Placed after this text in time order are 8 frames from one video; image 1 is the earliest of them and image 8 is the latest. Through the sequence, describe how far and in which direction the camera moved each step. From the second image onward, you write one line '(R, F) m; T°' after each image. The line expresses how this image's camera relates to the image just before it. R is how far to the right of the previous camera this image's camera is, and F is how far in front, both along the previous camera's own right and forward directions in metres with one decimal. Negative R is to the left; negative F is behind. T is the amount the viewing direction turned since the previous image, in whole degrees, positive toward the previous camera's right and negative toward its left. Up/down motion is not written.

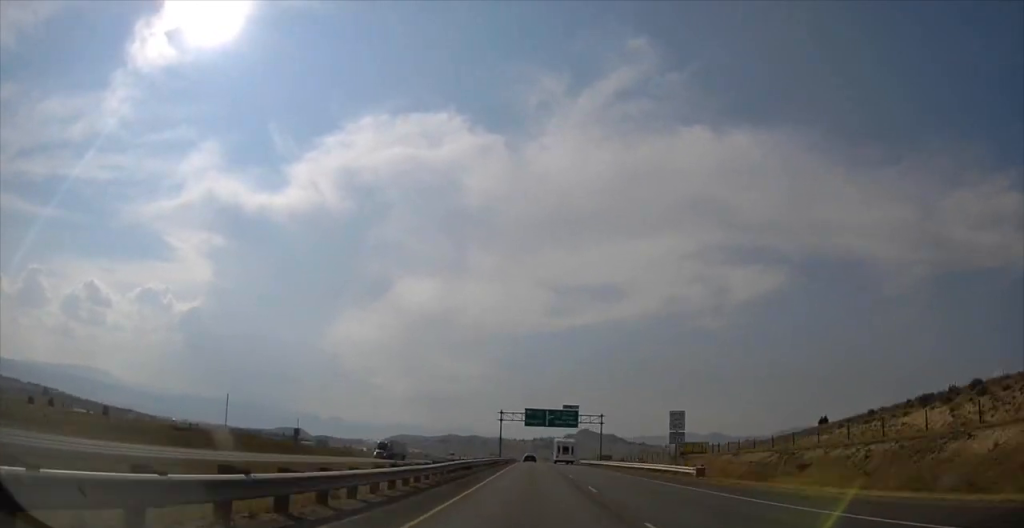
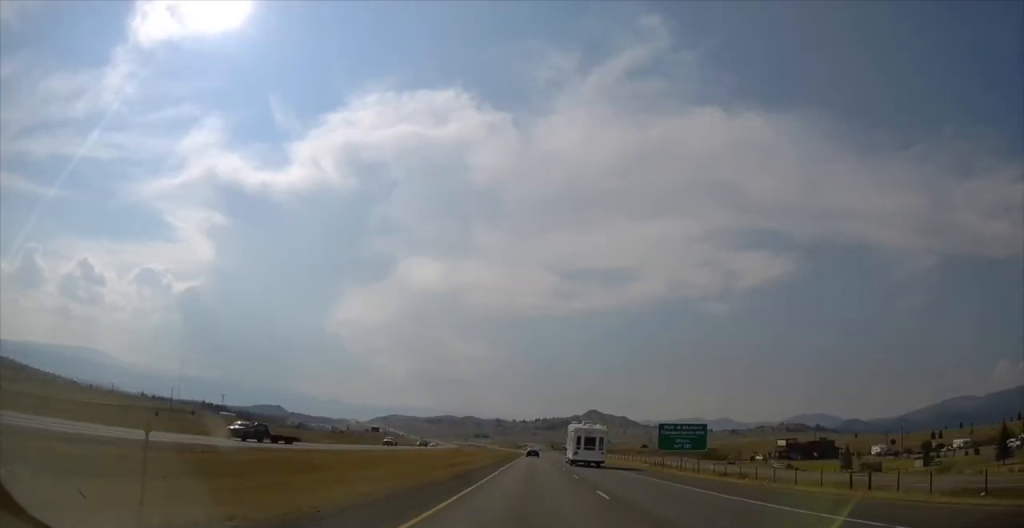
(-1.3, +235.0) m; -3°
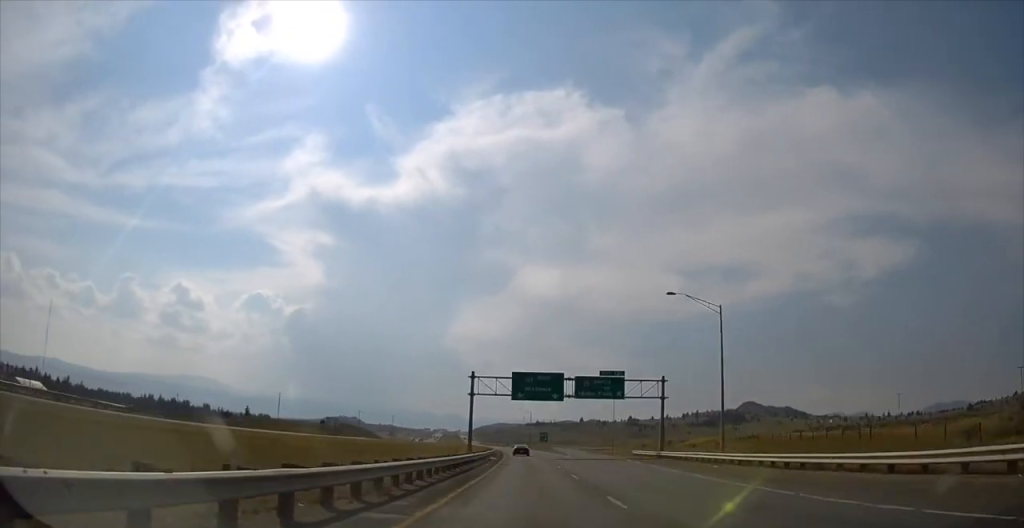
(-39.1, +445.1) m; -11°
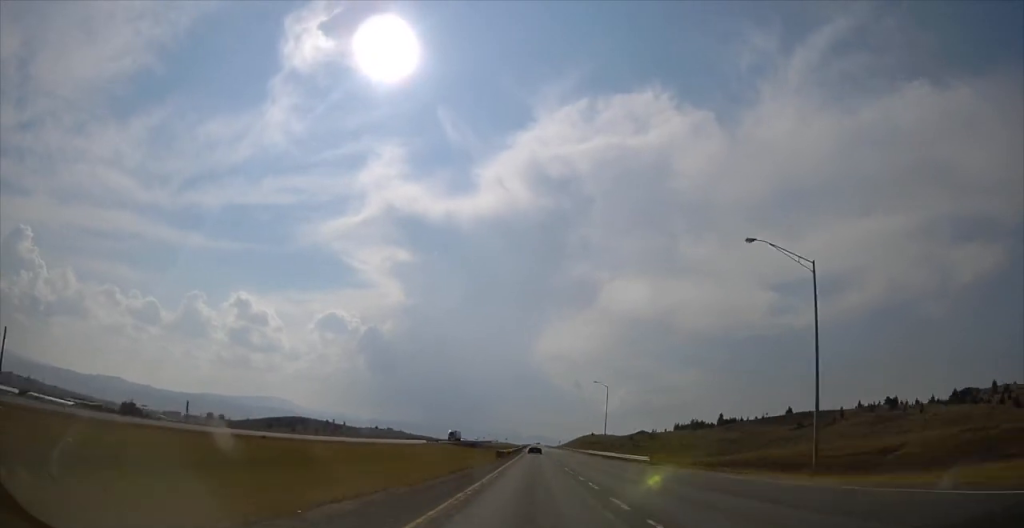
(-42.2, +580.8) m; -5°
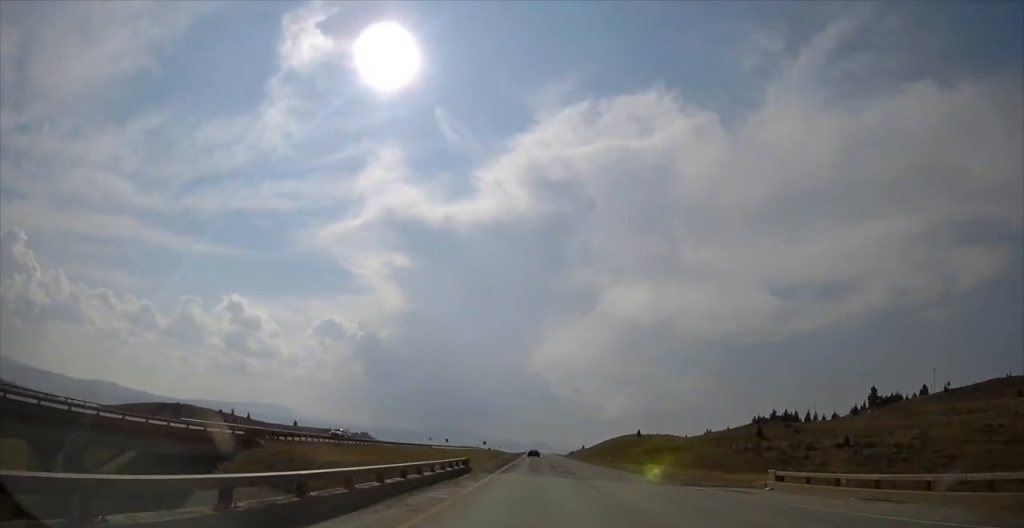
(-0.3, +199.1) m; 0°
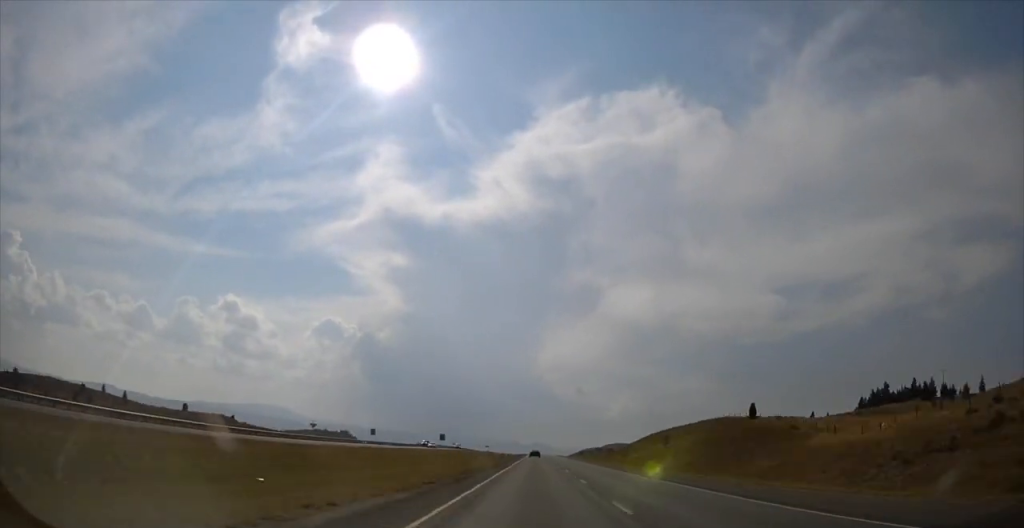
(-0.1, +127.5) m; 0°
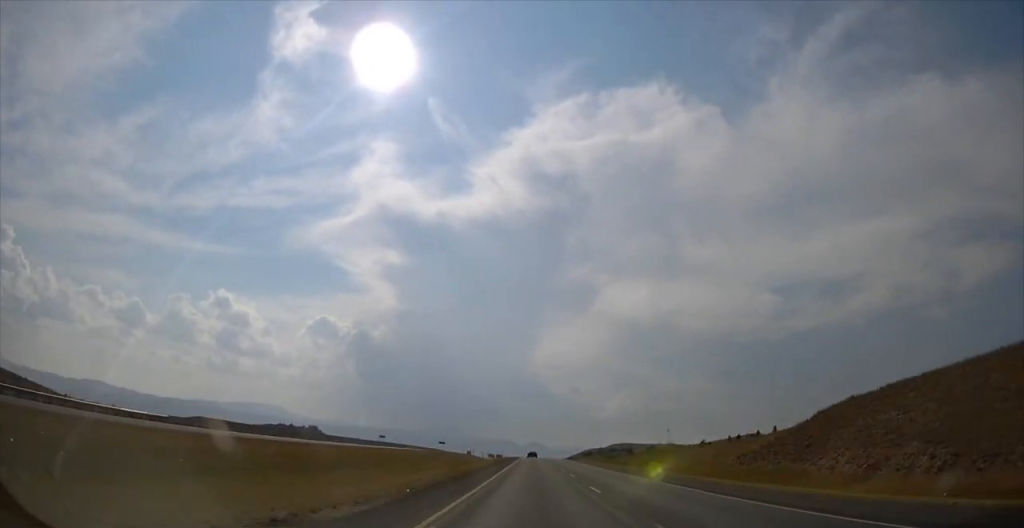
(-0.1, +128.0) m; 0°
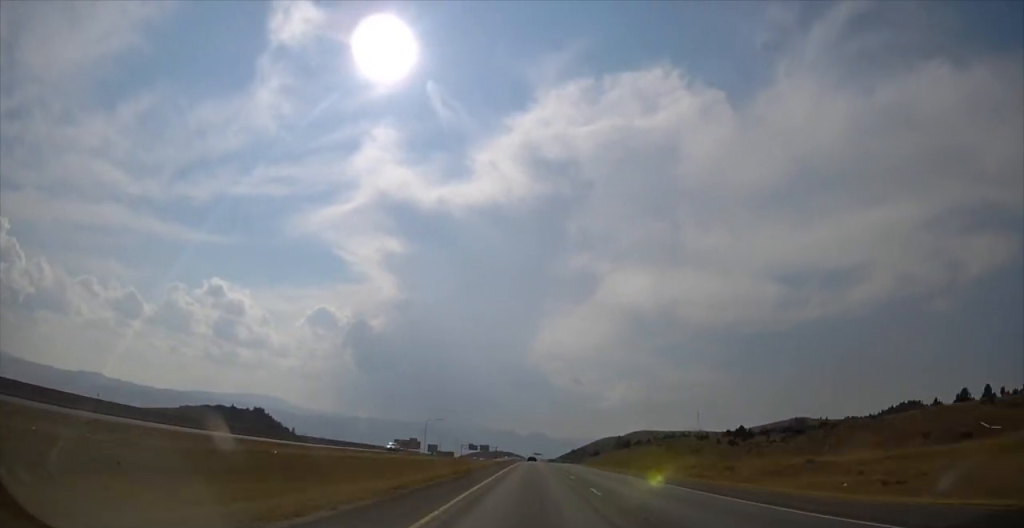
(0.0, +184.4) m; 0°
